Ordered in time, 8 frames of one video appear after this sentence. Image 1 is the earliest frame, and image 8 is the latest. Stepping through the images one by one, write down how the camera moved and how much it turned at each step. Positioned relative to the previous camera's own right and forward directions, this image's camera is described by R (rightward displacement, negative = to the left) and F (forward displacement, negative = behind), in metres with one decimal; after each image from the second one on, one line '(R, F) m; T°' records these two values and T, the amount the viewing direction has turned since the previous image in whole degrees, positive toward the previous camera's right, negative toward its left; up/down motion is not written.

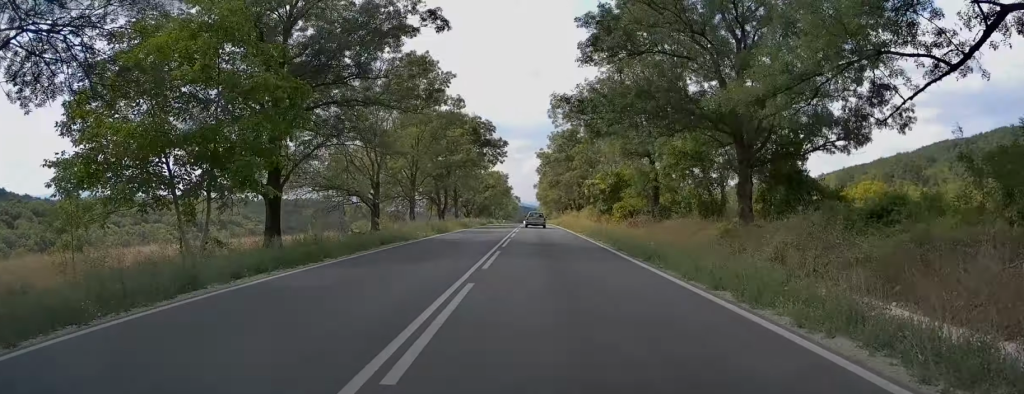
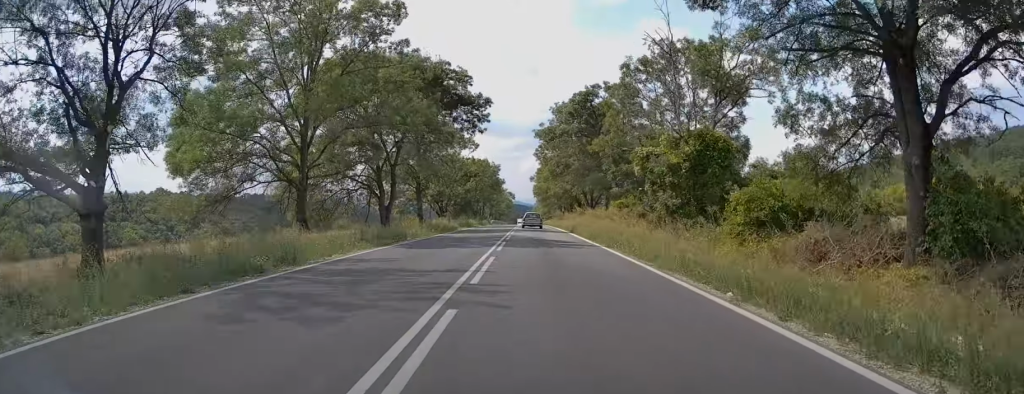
(+0.1, +28.8) m; 0°
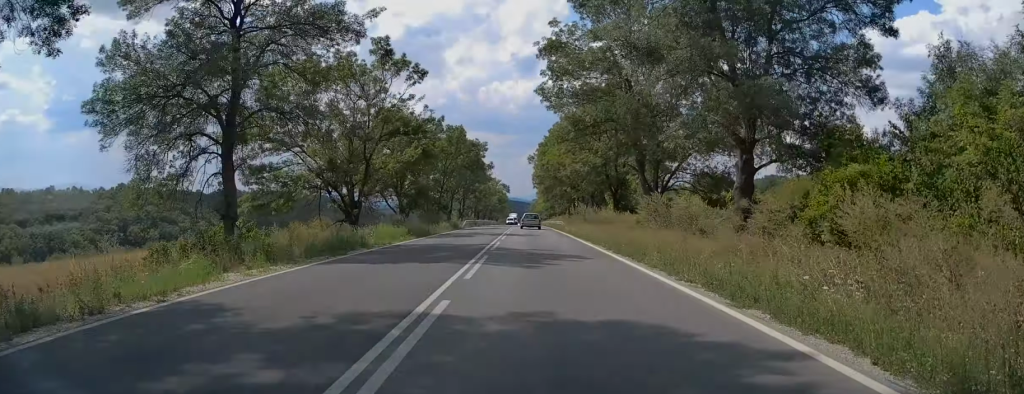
(-0.5, +42.8) m; -1°
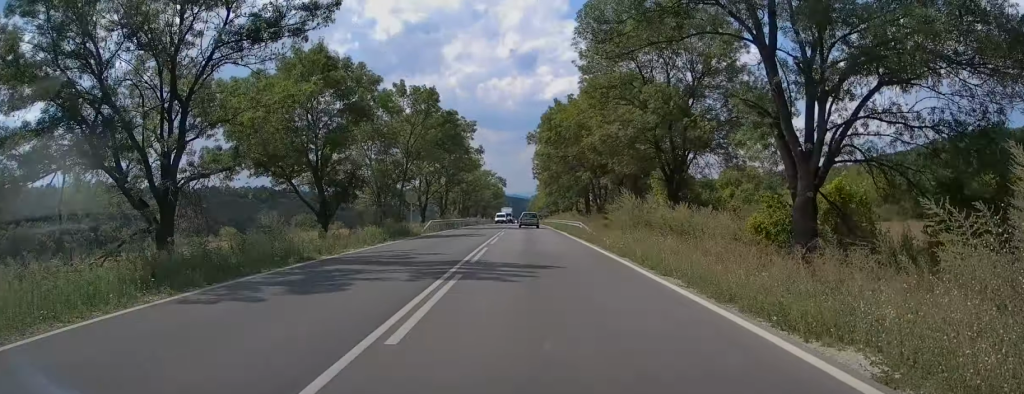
(0.0, +22.9) m; +1°
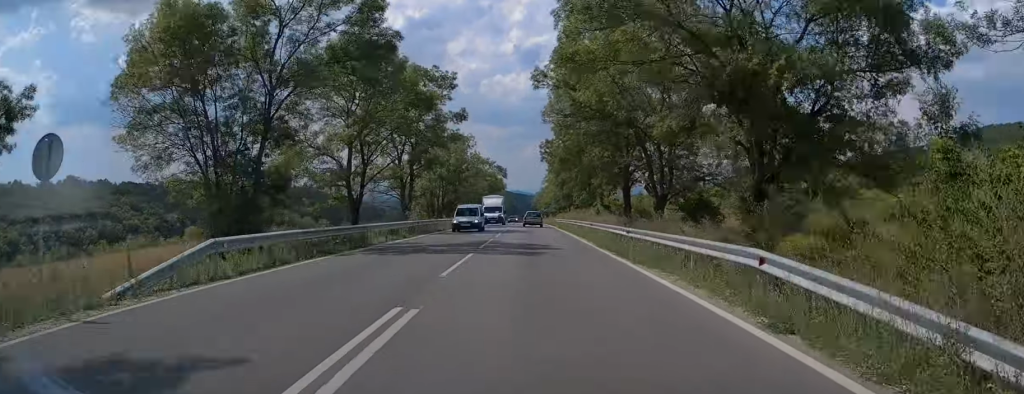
(+0.4, +30.4) m; +1°
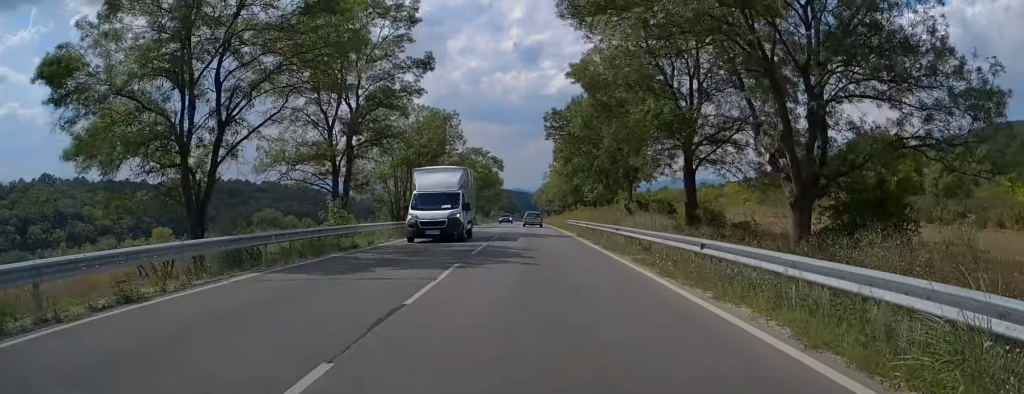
(+0.1, +21.3) m; 0°
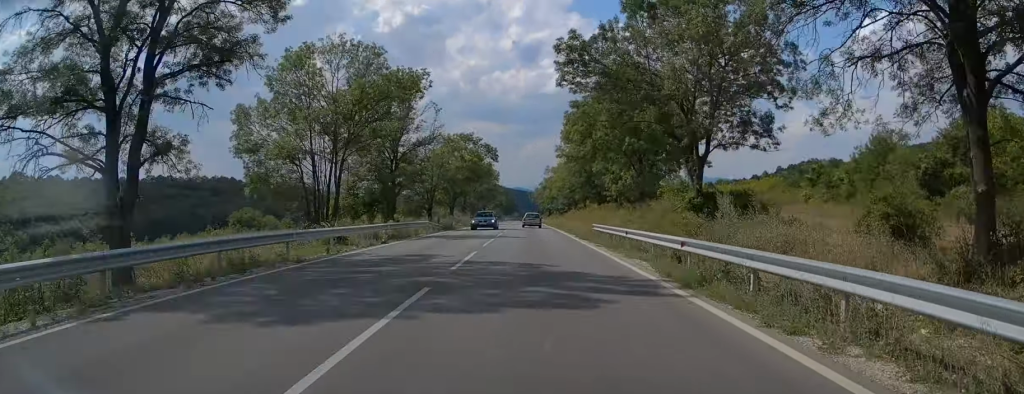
(-0.2, +22.4) m; 0°
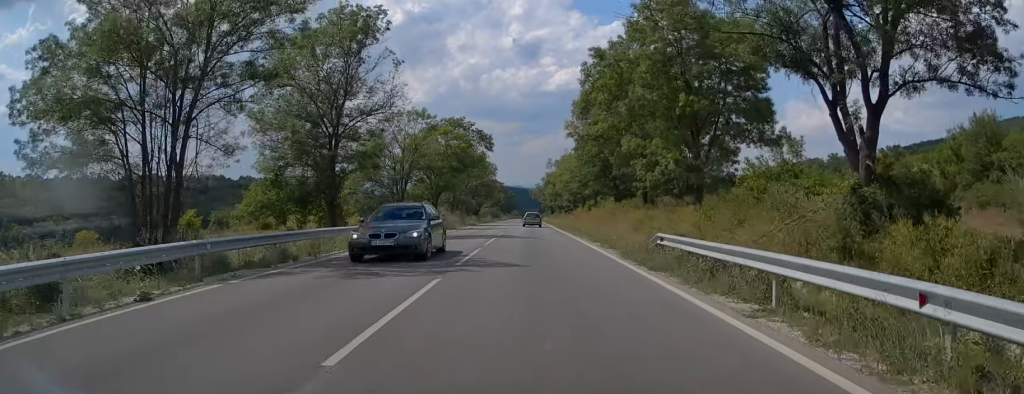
(-0.3, +16.9) m; 0°
